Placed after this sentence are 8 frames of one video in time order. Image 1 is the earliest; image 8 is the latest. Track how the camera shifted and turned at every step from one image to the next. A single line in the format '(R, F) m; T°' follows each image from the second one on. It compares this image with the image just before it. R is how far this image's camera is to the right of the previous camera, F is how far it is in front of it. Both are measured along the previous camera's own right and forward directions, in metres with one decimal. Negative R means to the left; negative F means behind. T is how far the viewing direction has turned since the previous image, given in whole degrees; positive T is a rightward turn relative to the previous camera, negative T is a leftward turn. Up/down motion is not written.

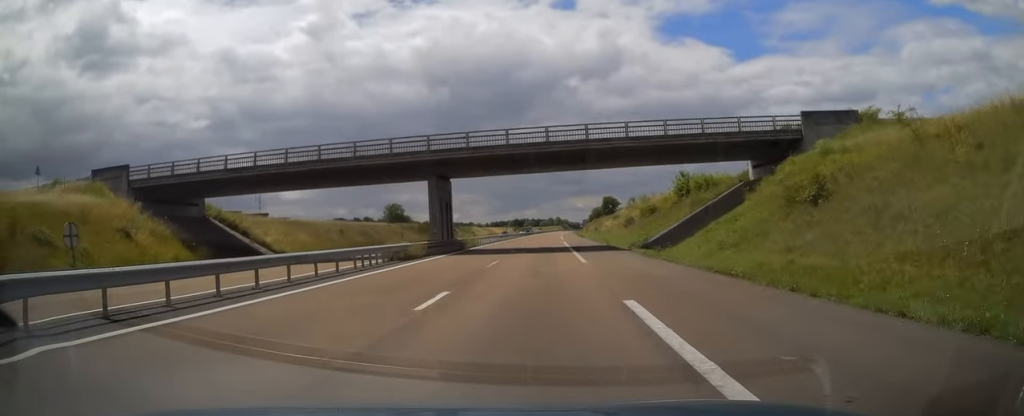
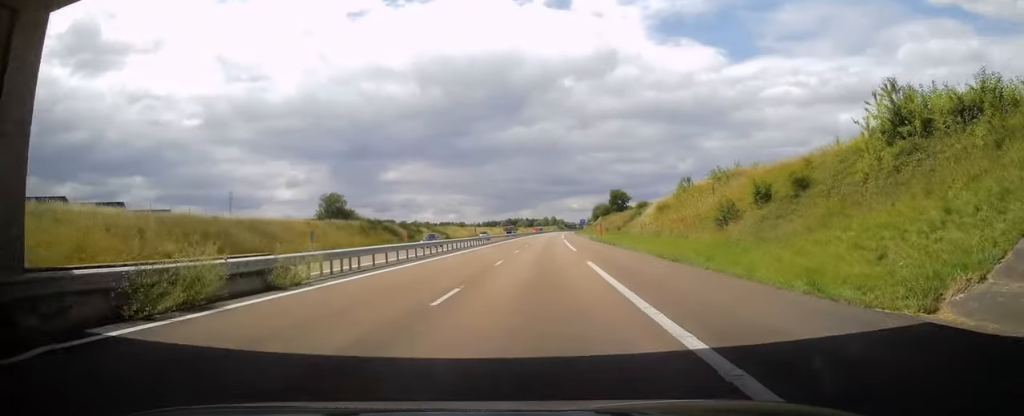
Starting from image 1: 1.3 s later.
(+0.4, +38.6) m; +1°
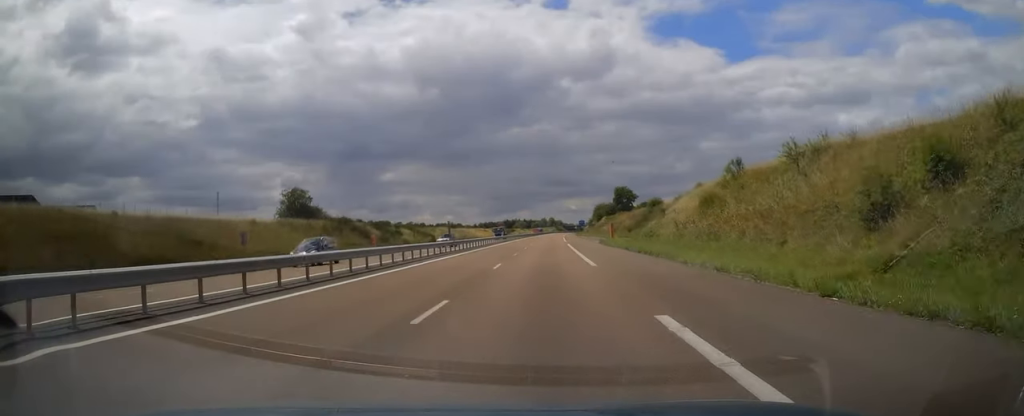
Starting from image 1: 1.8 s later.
(0.0, +15.2) m; 0°
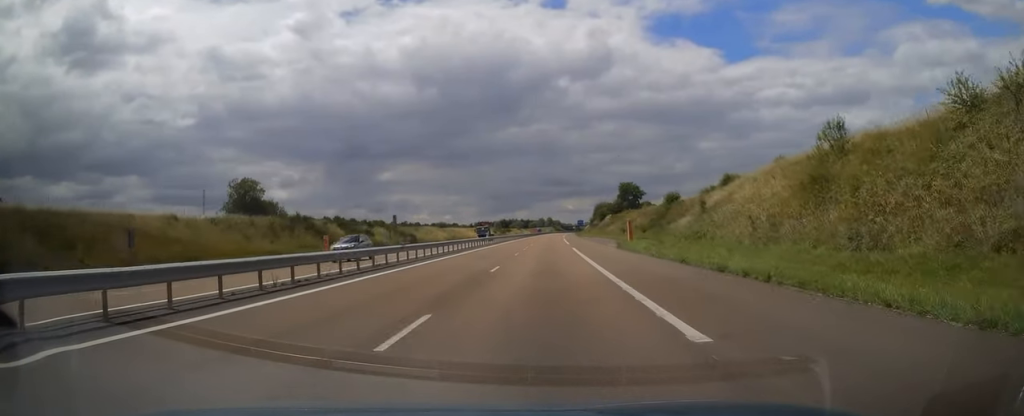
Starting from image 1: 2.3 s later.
(0.0, +15.1) m; 0°
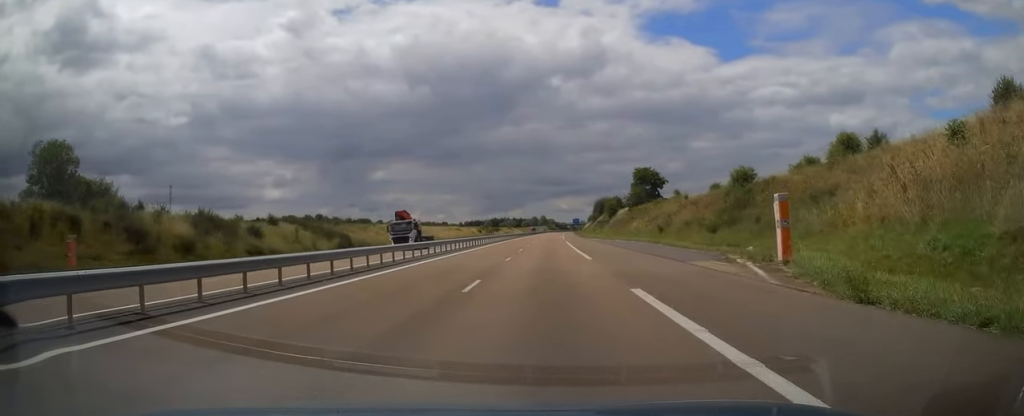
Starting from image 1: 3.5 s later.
(-0.1, +32.8) m; 0°
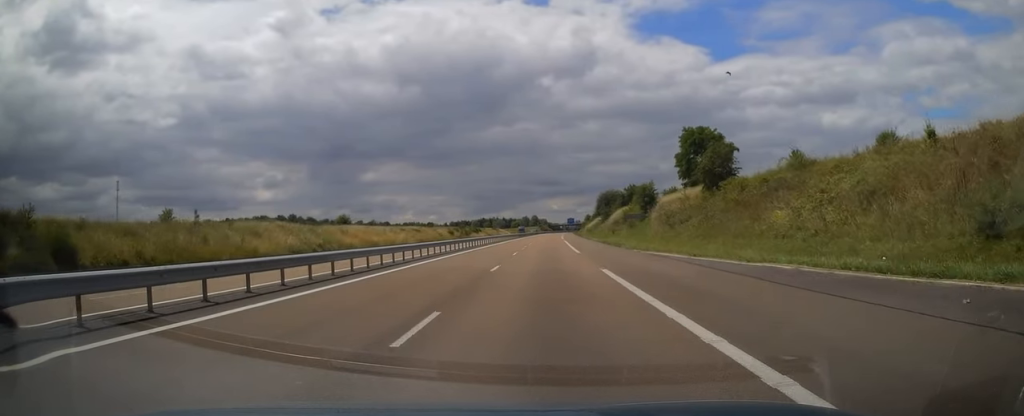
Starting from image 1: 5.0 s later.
(+0.5, +45.7) m; +1°
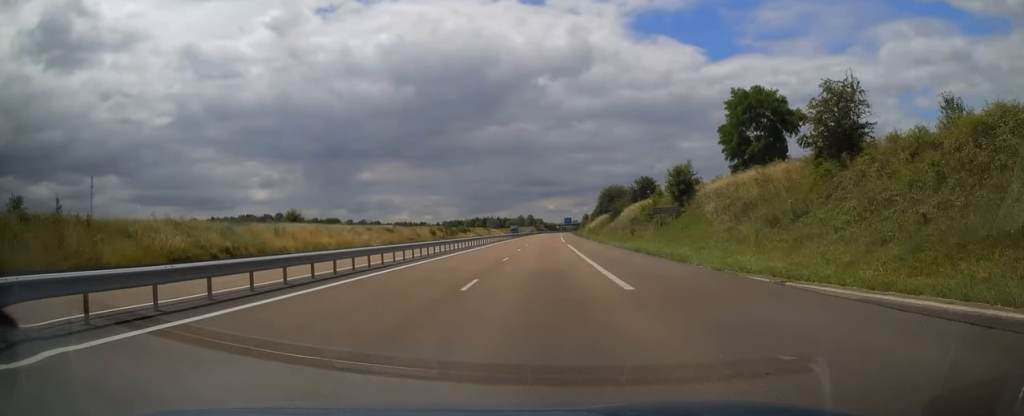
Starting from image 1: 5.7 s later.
(0.0, +19.7) m; 0°
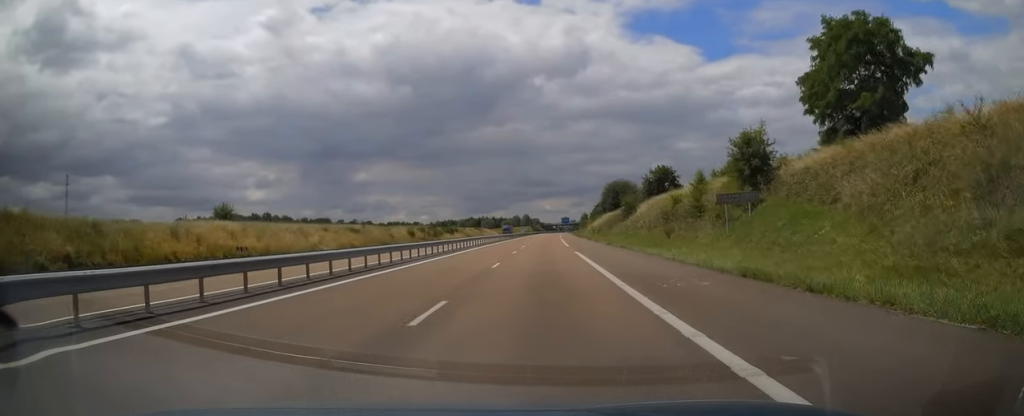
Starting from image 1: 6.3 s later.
(0.0, +18.2) m; 0°
